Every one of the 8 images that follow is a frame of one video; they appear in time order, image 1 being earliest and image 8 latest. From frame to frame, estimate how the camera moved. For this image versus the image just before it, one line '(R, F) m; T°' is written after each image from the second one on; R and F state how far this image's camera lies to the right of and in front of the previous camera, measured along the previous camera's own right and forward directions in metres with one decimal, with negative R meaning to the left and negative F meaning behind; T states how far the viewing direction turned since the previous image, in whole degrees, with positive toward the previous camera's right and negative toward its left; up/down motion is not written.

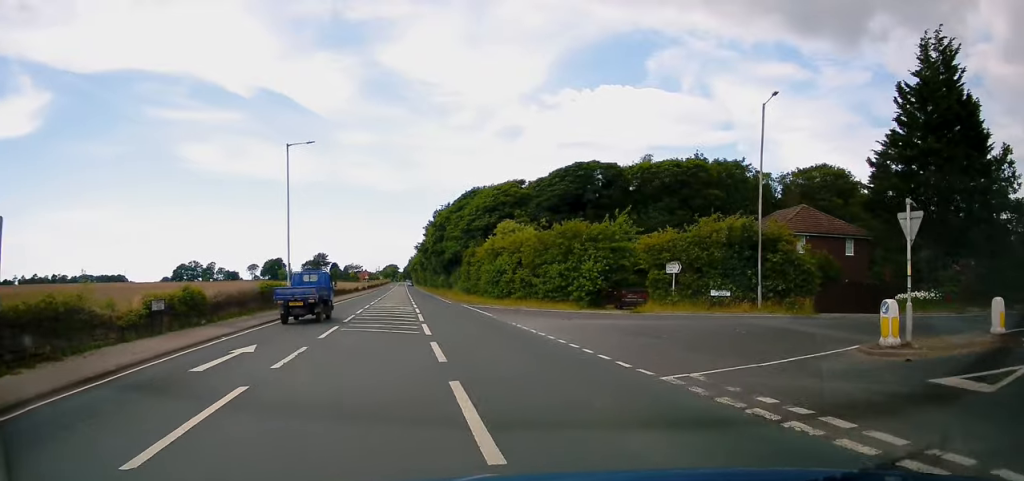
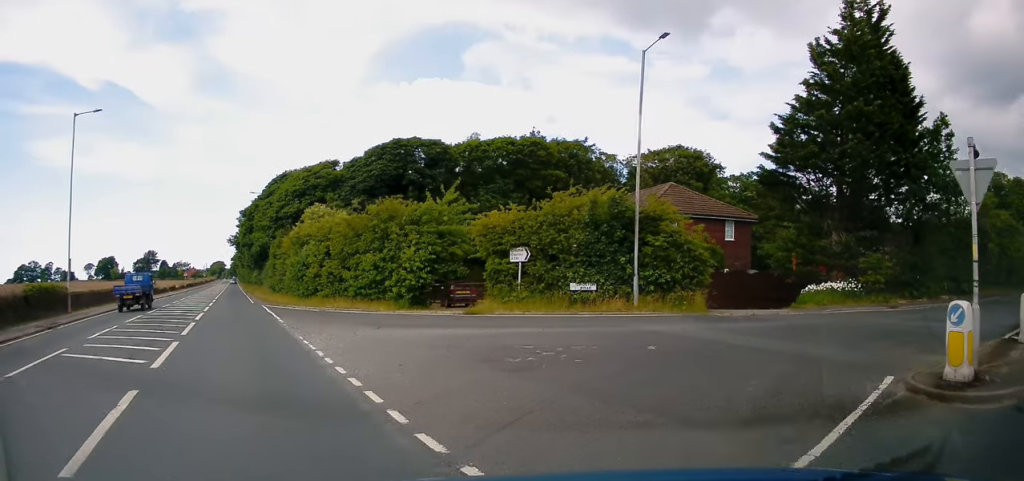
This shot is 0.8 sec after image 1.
(+1.0, +6.5) m; +19°
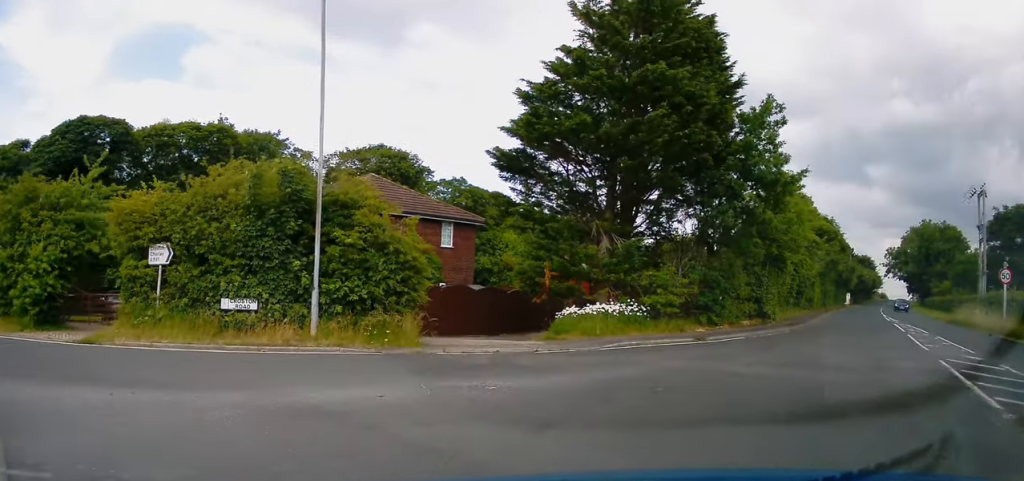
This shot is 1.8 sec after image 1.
(+1.6, +7.2) m; +26°
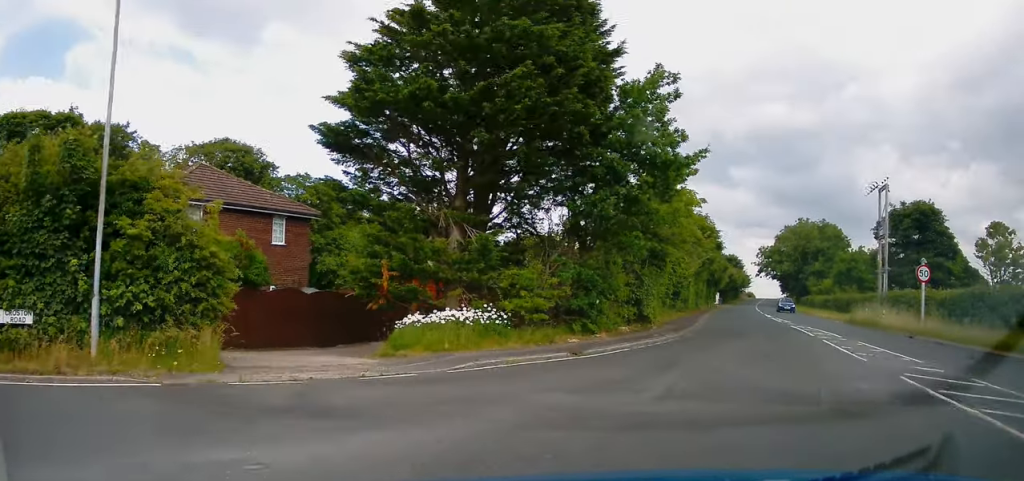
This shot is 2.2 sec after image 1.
(-0.1, +3.4) m; +11°
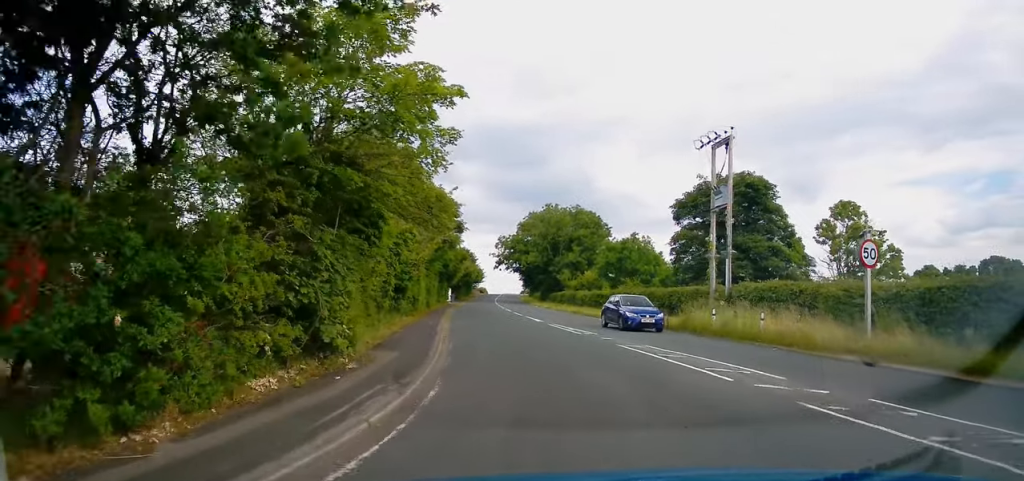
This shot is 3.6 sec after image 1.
(+3.8, +13.1) m; +20°
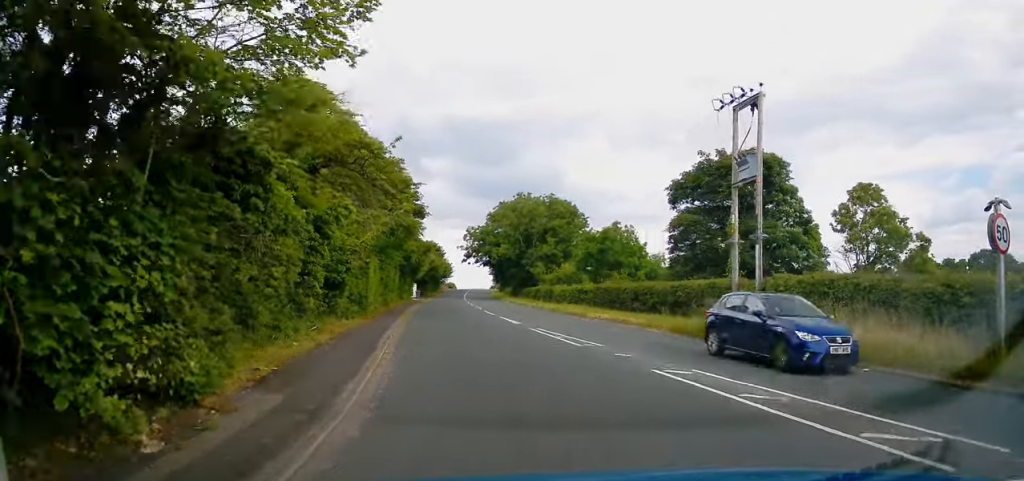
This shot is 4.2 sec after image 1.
(+0.3, +5.8) m; +2°
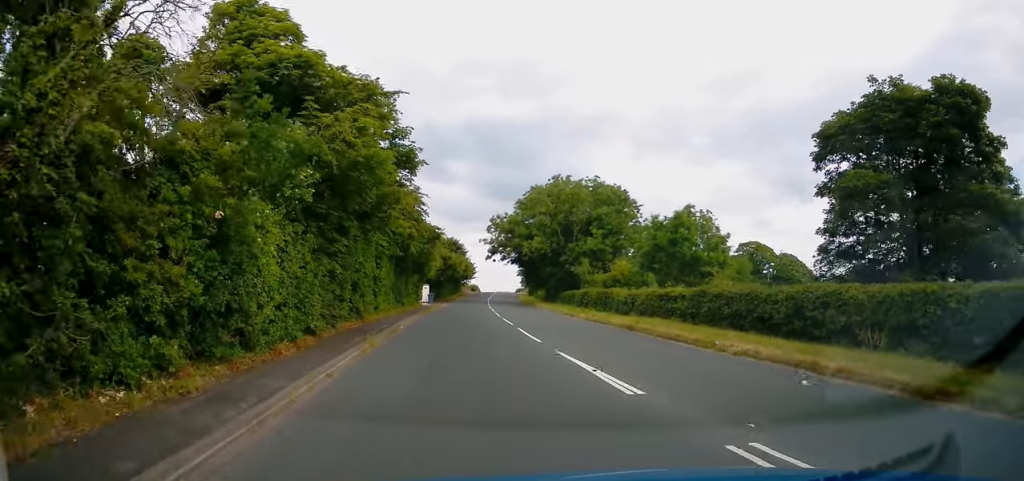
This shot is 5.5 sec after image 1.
(-0.2, +15.2) m; -1°
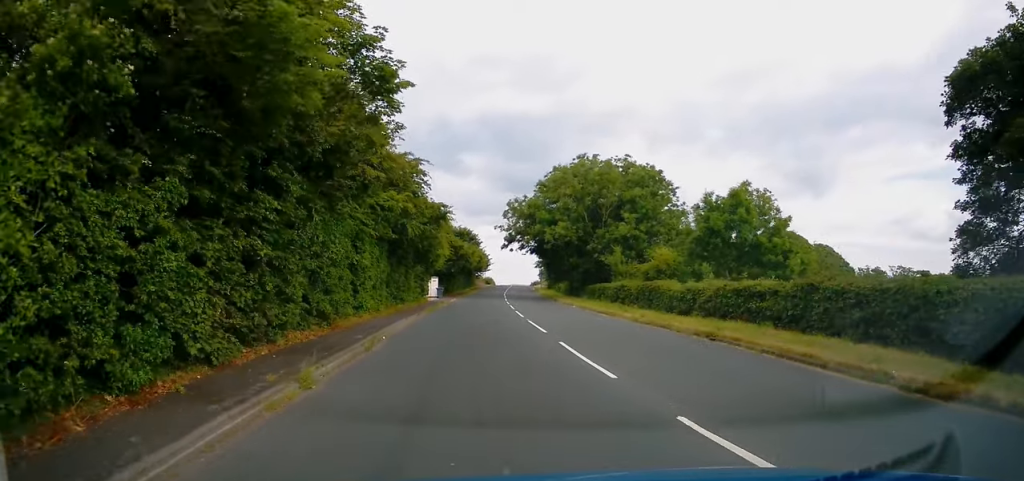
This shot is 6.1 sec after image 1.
(+0.1, +7.4) m; -1°
